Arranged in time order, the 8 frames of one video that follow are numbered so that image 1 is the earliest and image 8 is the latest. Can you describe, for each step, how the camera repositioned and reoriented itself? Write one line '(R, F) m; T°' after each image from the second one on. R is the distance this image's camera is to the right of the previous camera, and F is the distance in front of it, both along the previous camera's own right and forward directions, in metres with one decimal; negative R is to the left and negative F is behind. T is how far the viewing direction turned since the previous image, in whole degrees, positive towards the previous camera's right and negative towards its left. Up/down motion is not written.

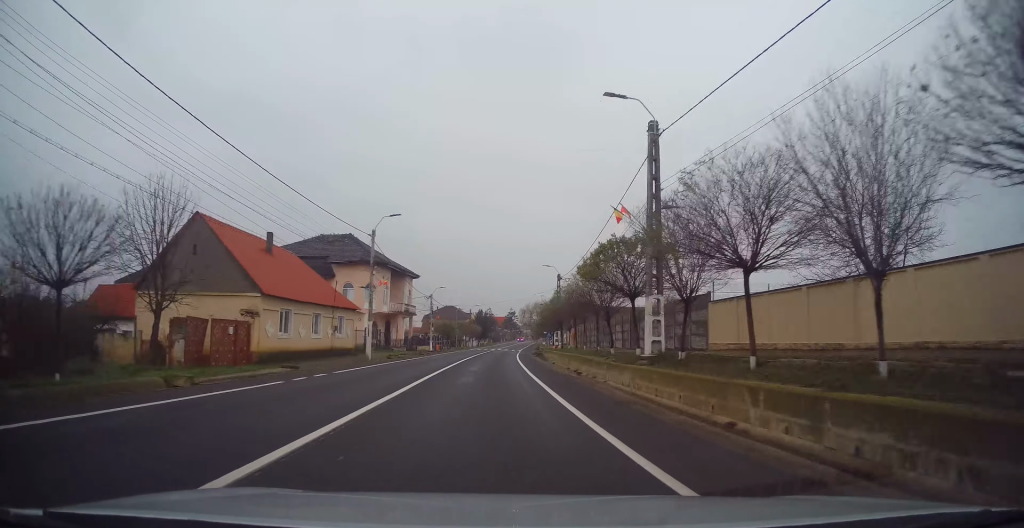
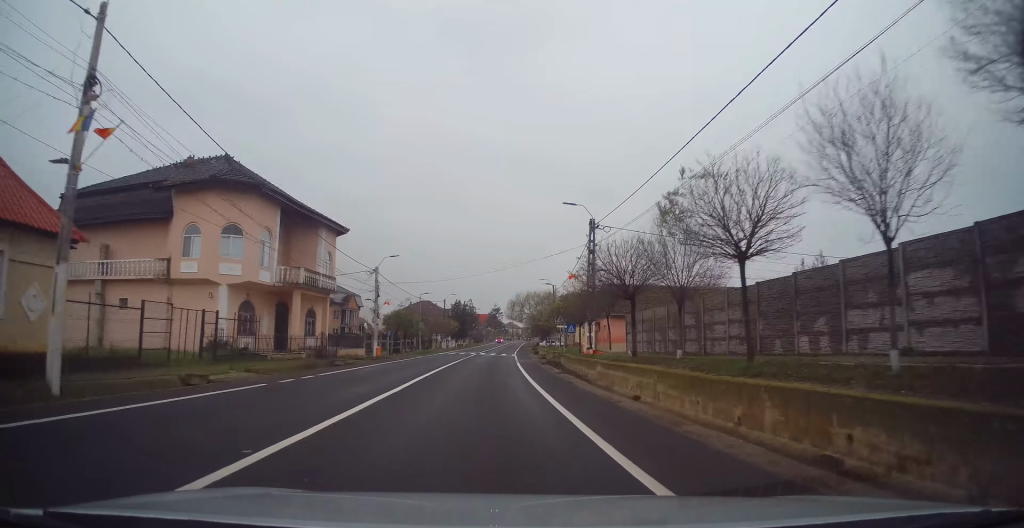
(+0.5, +27.3) m; +4°
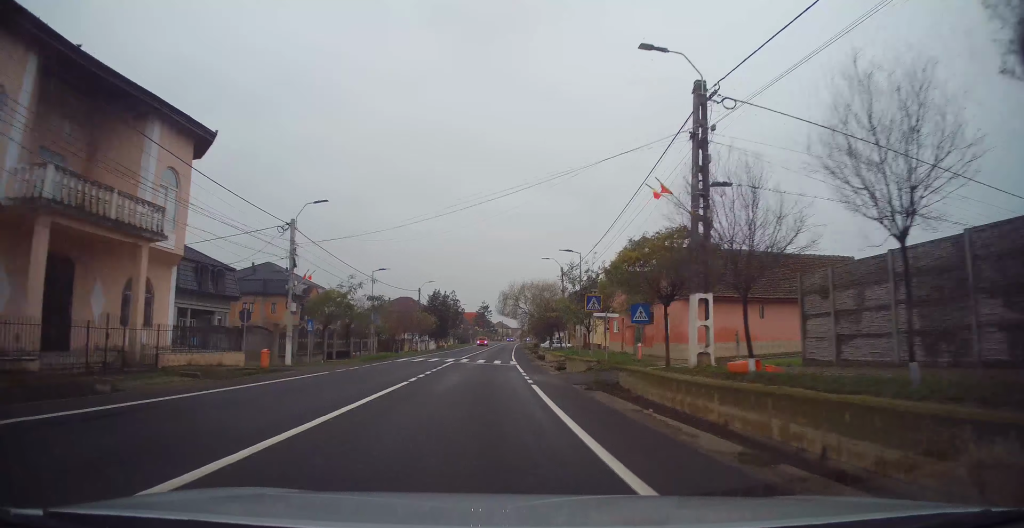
(+0.4, +19.1) m; 0°
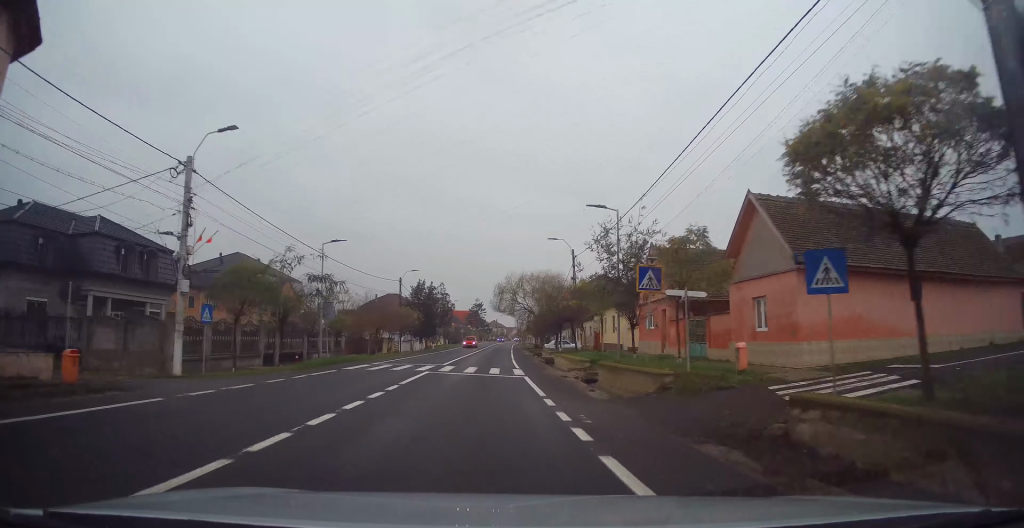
(-0.1, +10.2) m; 0°
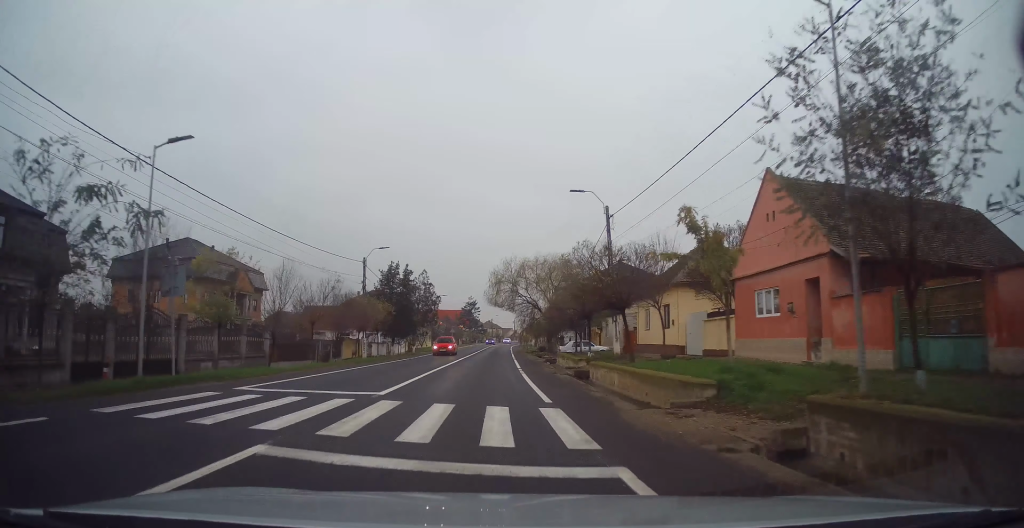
(-0.1, +14.5) m; 0°
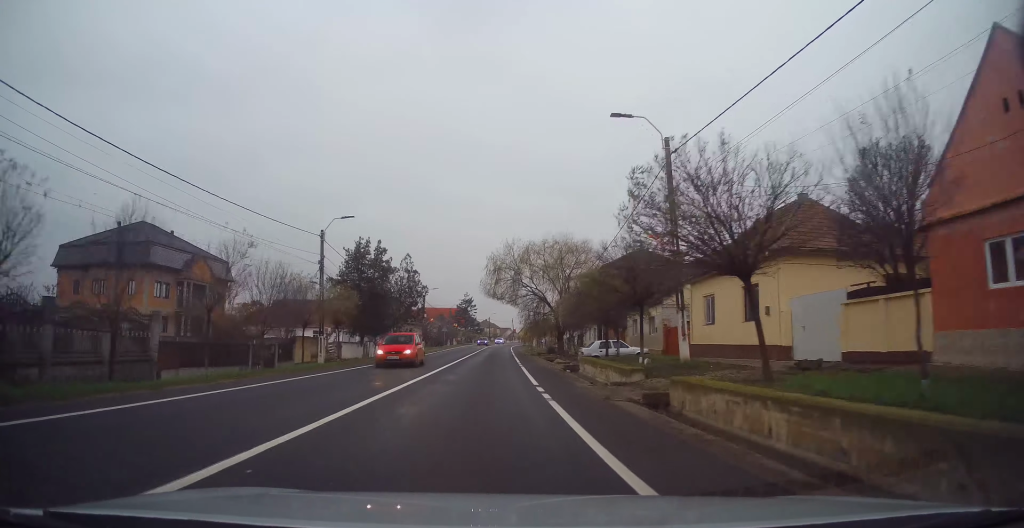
(+0.1, +10.3) m; +1°
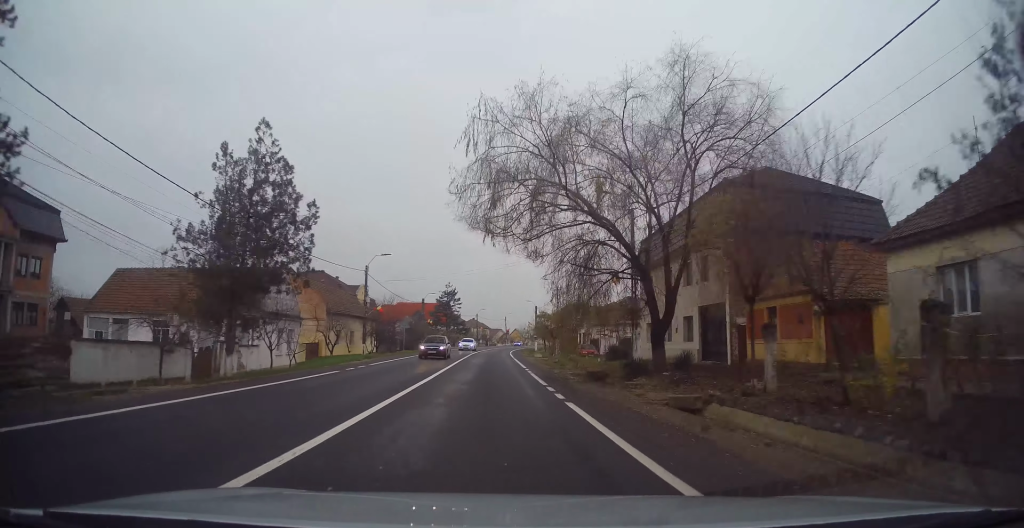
(+0.1, +30.6) m; +1°
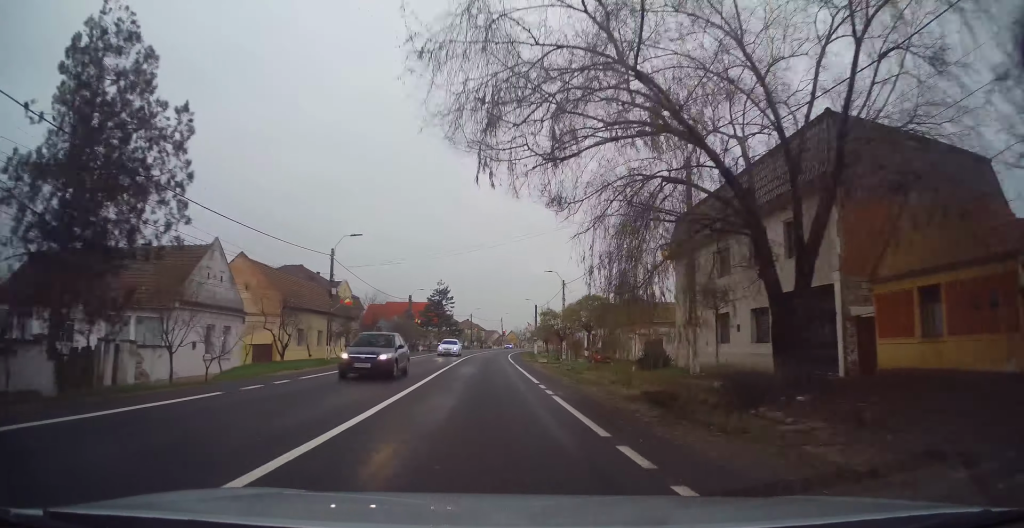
(-0.1, +8.4) m; +1°
